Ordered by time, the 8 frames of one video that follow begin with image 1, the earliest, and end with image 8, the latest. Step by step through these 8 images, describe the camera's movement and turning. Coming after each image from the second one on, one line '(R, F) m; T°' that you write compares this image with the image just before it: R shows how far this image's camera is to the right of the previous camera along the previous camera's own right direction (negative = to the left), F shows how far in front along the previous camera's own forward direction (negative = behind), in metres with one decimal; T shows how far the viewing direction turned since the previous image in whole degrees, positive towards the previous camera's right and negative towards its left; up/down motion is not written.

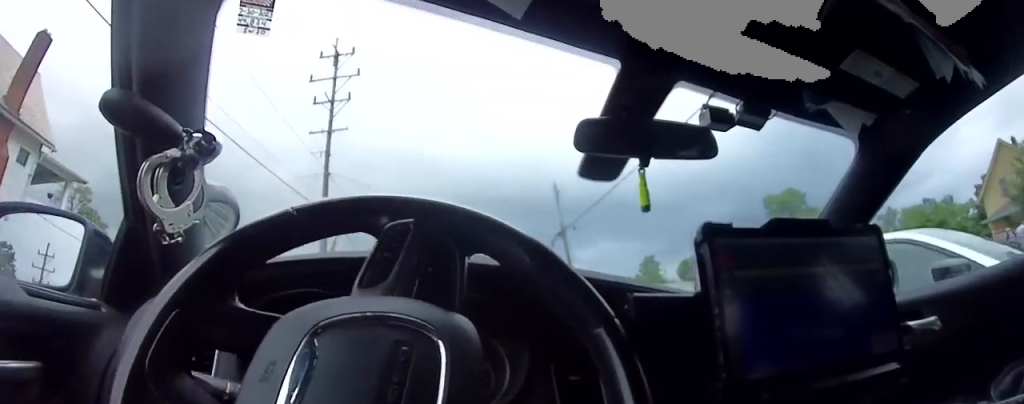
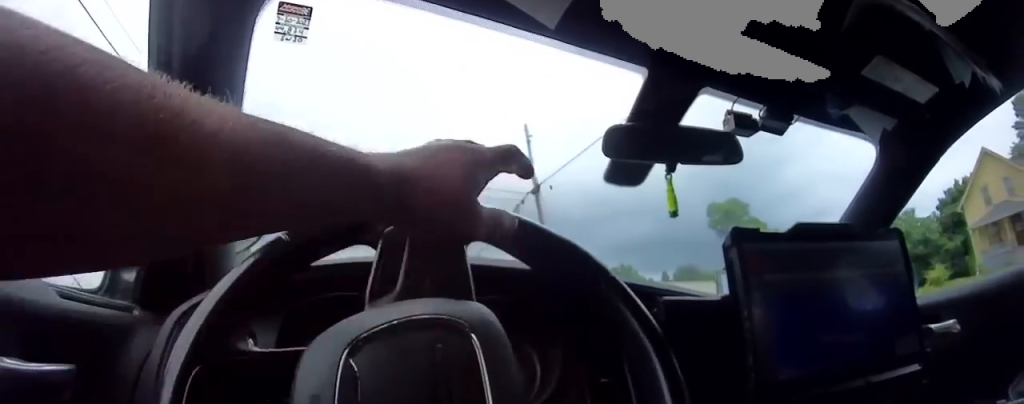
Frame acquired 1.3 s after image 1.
(+0.4, +5.8) m; +5°
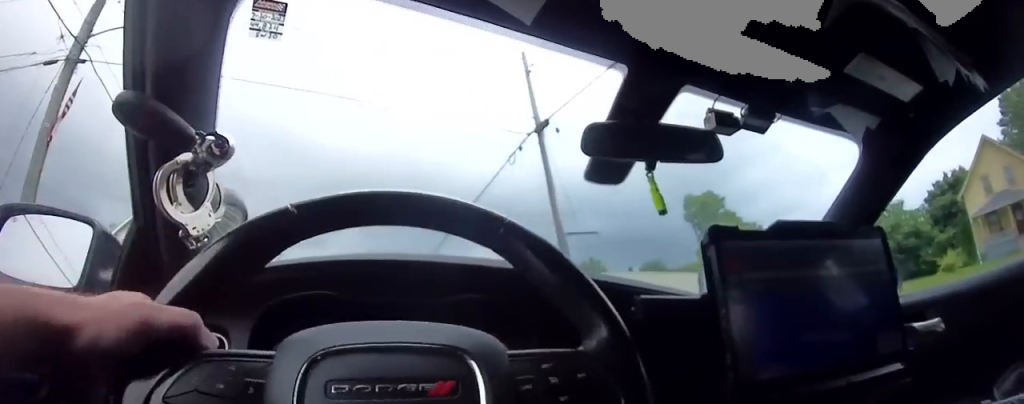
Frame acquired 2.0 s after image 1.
(0.0, +3.6) m; +2°
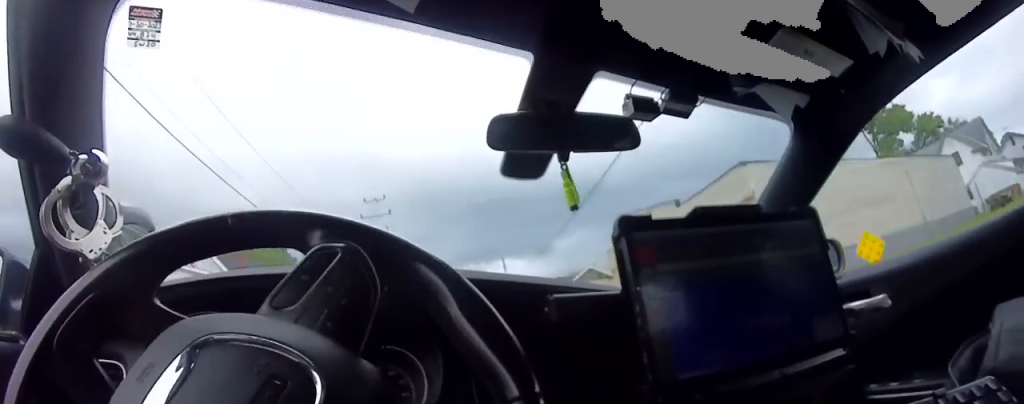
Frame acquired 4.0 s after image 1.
(-1.4, +10.2) m; -24°
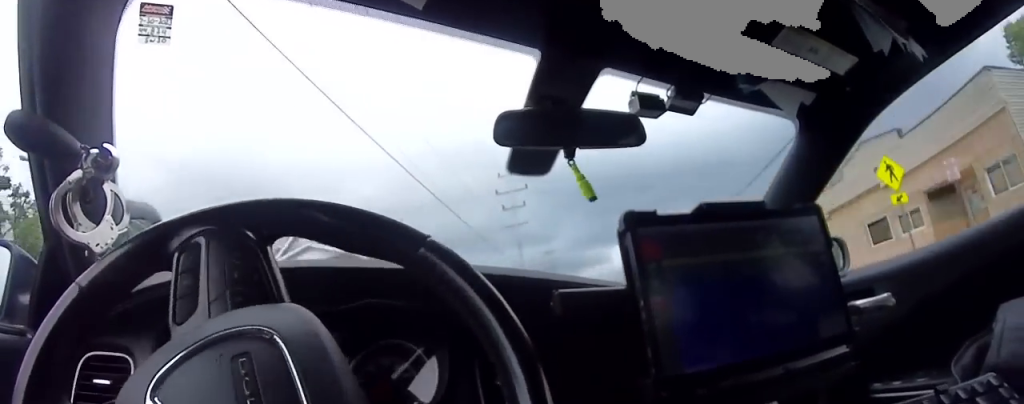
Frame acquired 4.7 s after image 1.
(-0.3, +3.7) m; -5°
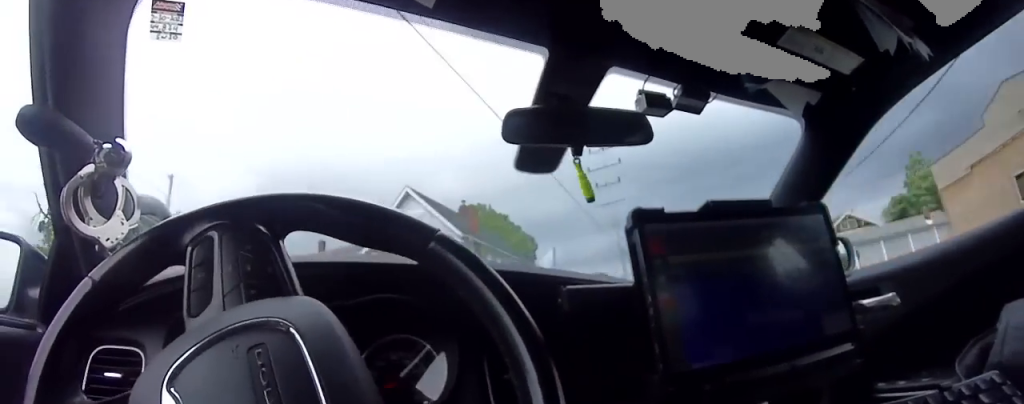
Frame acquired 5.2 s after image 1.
(-0.1, +2.2) m; -1°
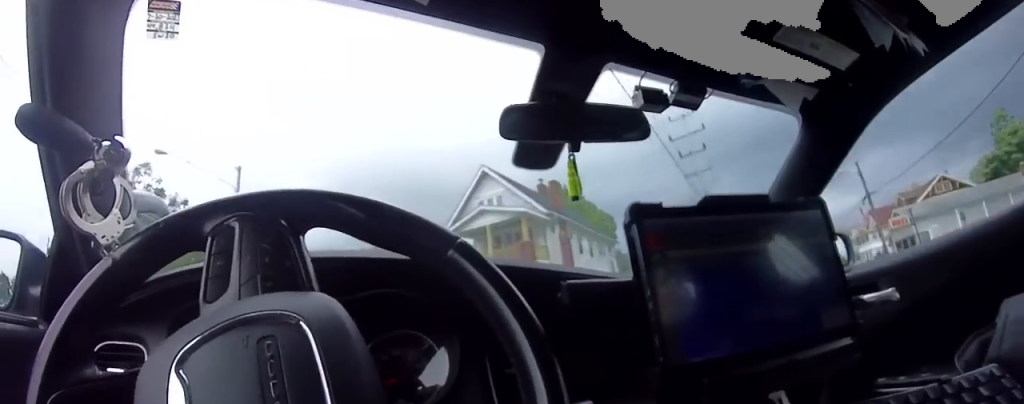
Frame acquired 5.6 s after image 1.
(0.0, +2.1) m; 0°
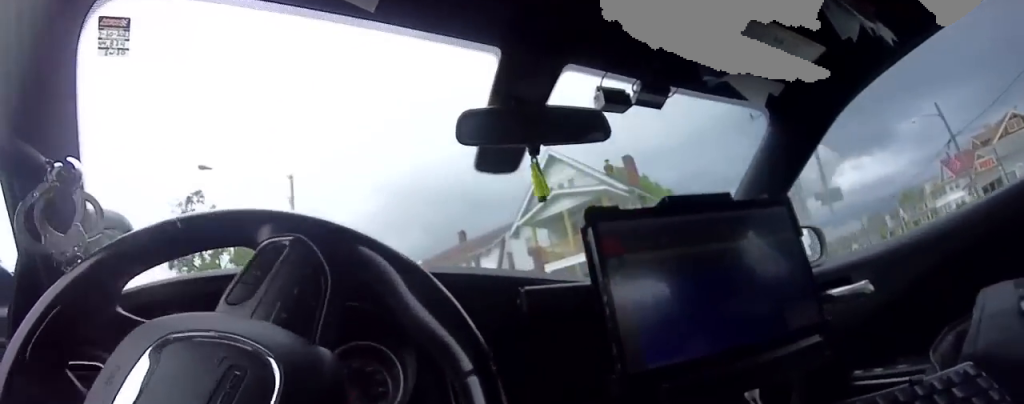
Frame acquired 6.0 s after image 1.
(0.0, +2.4) m; 0°
